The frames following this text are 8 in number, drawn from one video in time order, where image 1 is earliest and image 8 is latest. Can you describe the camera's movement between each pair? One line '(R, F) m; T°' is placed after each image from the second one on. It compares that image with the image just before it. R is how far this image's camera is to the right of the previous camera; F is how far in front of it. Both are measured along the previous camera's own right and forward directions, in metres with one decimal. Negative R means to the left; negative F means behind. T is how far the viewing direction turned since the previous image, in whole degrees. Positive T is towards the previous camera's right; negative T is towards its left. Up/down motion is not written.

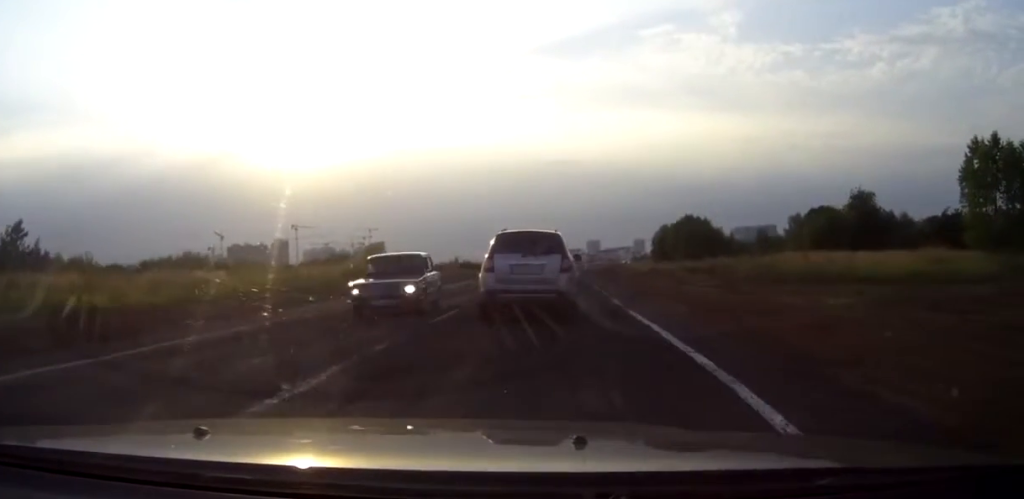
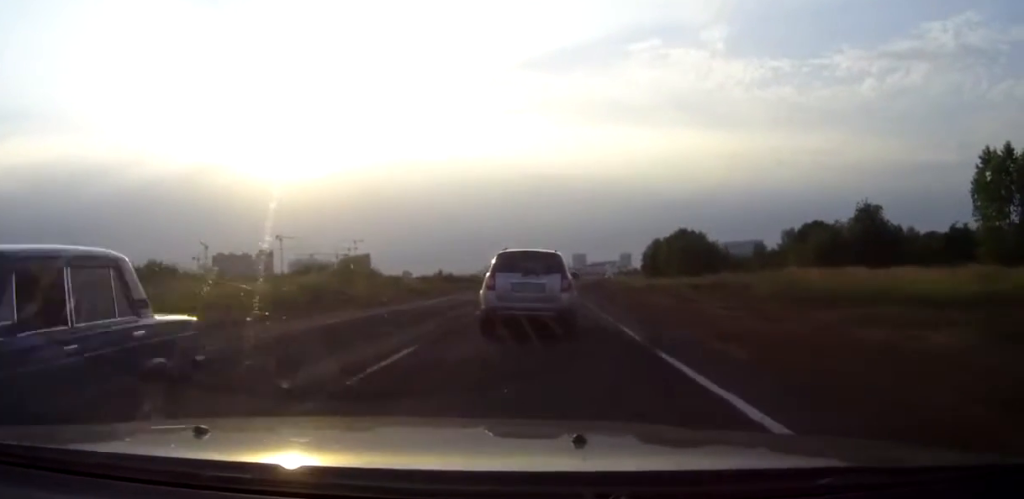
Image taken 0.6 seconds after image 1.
(+0.1, +5.2) m; +1°
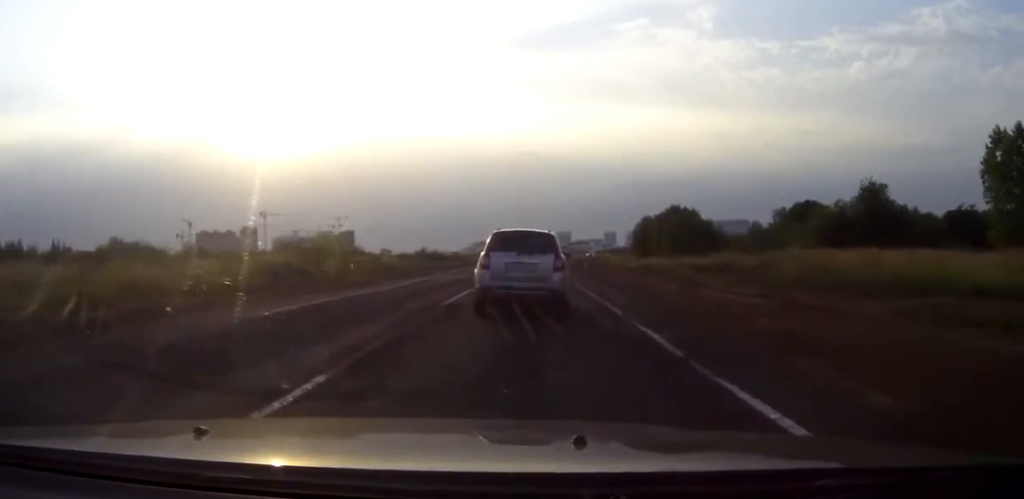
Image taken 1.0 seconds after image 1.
(0.0, +4.4) m; +1°
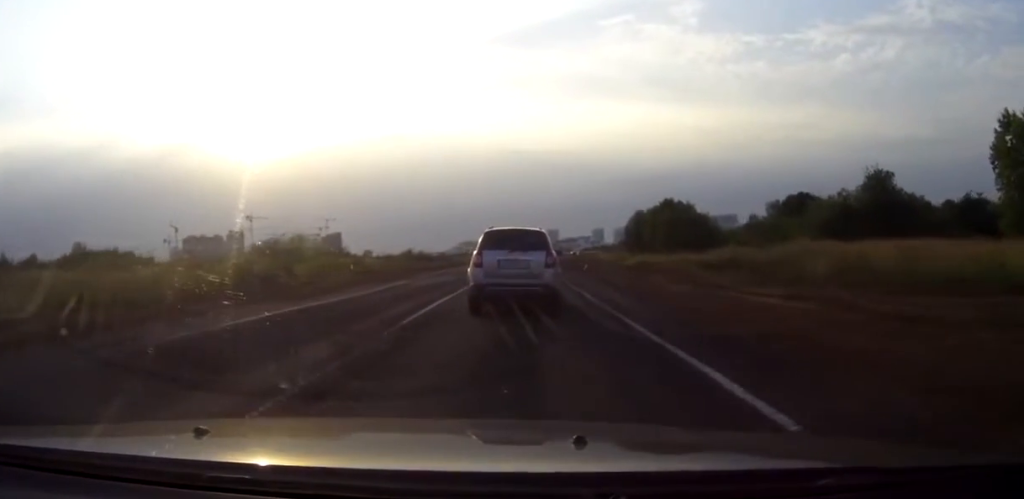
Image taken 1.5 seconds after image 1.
(+0.1, +4.5) m; +1°
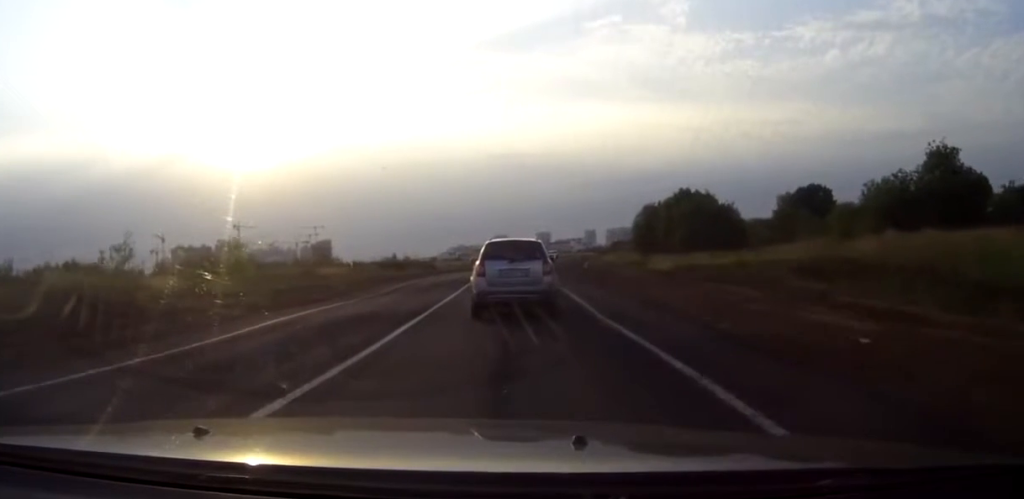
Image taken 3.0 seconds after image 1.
(+0.1, +14.4) m; +1°
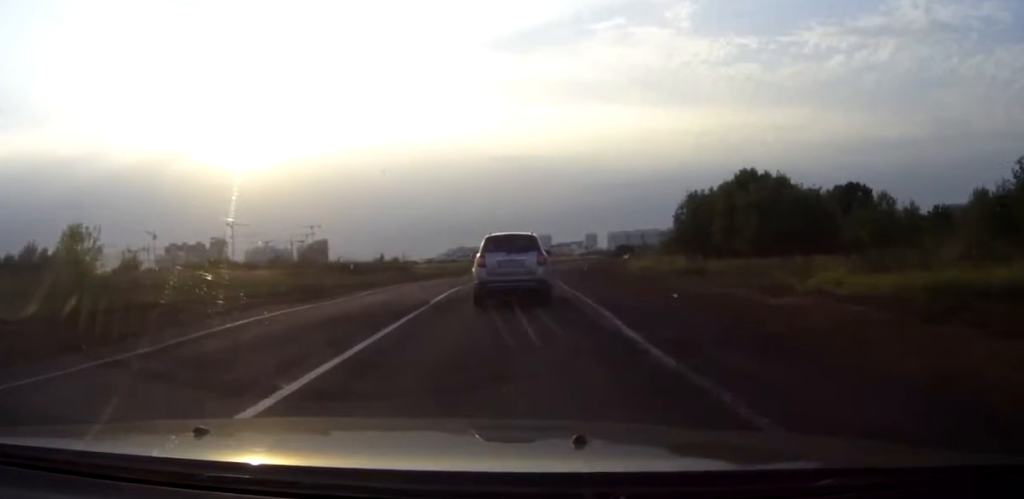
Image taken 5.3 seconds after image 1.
(+0.1, +22.5) m; 0°
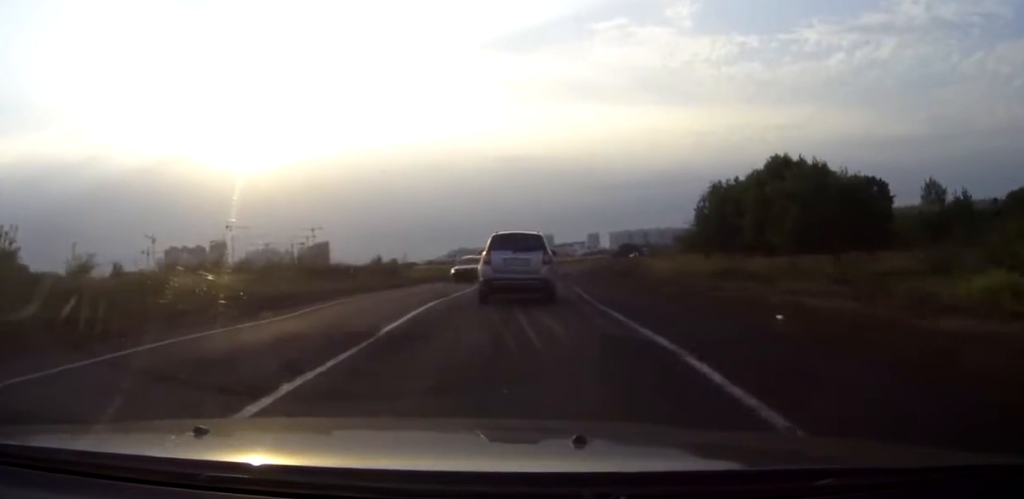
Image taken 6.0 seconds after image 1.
(0.0, +7.5) m; 0°
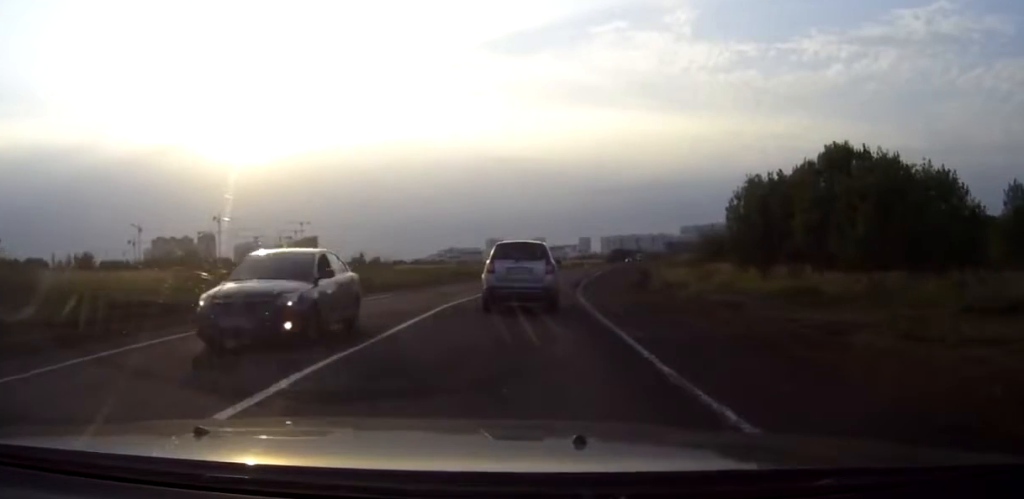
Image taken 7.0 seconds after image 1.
(0.0, +11.1) m; +1°
